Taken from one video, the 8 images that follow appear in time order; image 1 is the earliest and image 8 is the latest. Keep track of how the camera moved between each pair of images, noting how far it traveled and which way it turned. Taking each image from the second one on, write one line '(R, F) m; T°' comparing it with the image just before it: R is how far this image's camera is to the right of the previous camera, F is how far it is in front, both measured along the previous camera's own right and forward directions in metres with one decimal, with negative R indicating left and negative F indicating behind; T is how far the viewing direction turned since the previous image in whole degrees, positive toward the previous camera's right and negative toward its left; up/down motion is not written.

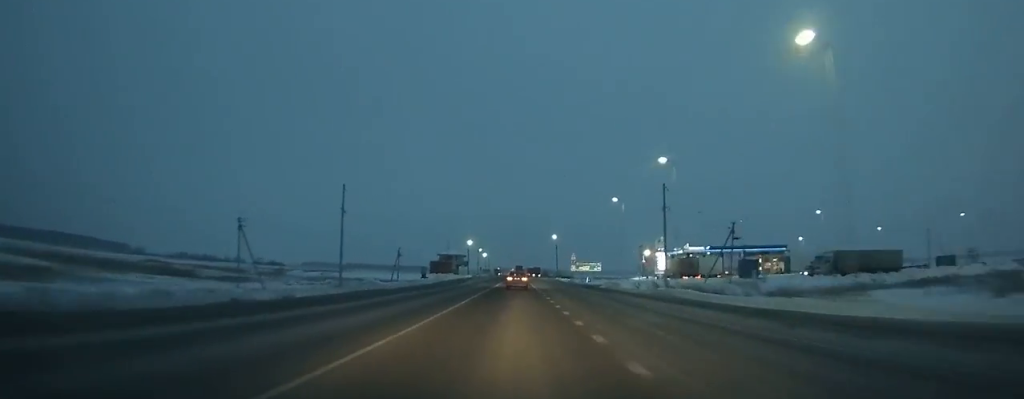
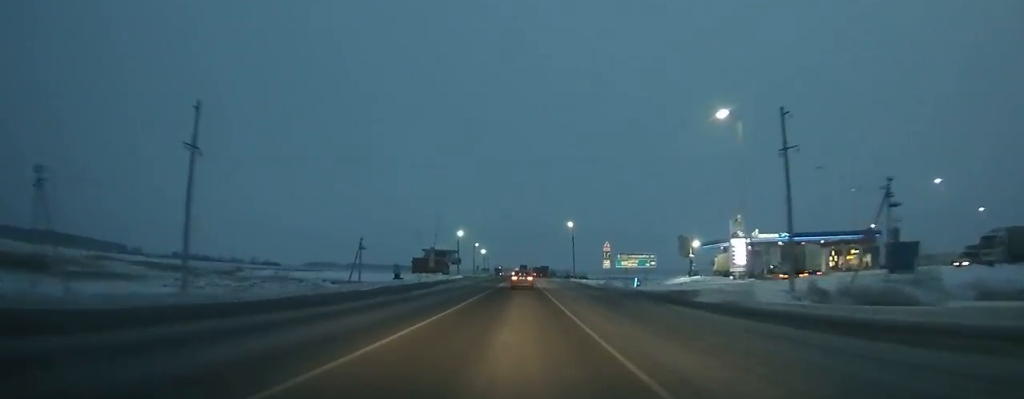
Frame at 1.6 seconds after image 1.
(0.0, +35.1) m; 0°
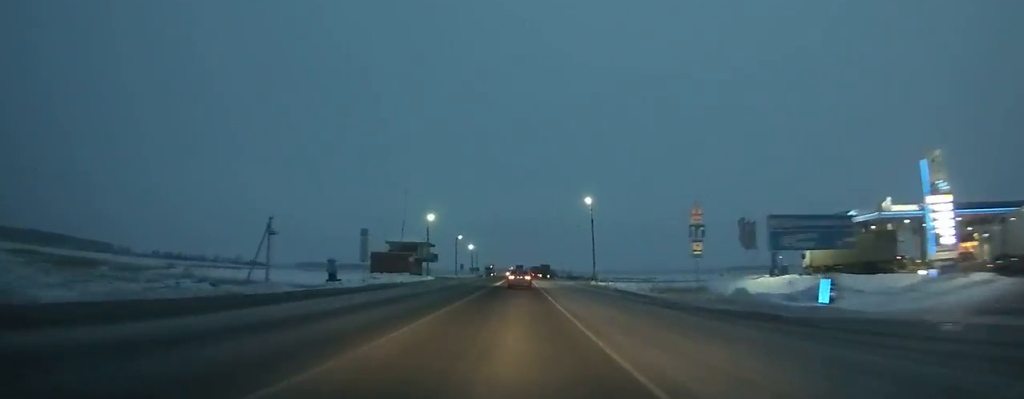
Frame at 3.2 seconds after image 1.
(+0.1, +34.8) m; 0°
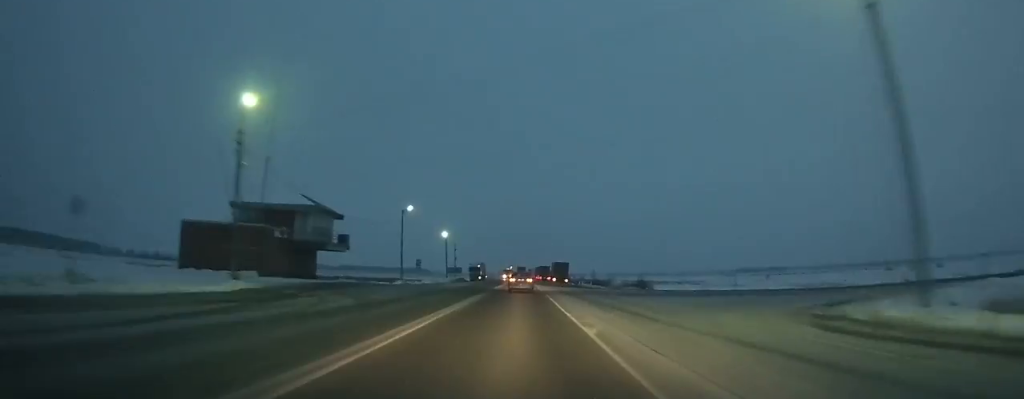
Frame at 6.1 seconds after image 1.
(-0.1, +60.8) m; 0°
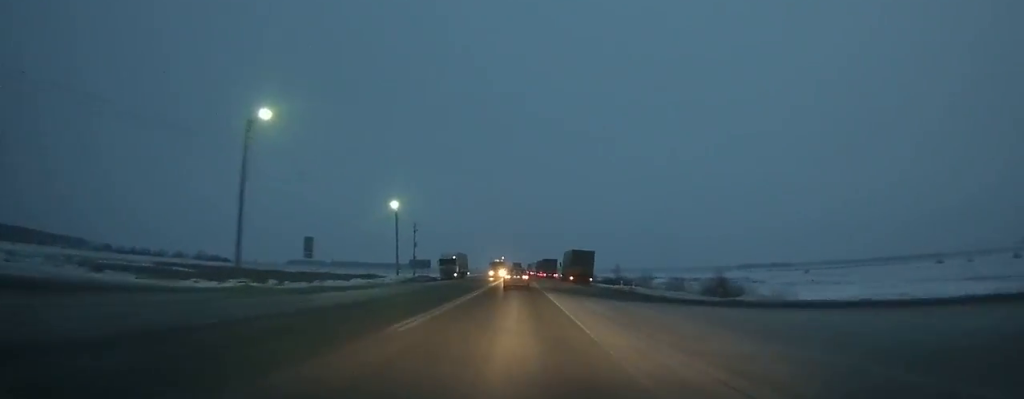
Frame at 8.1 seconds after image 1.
(+0.1, +40.2) m; 0°
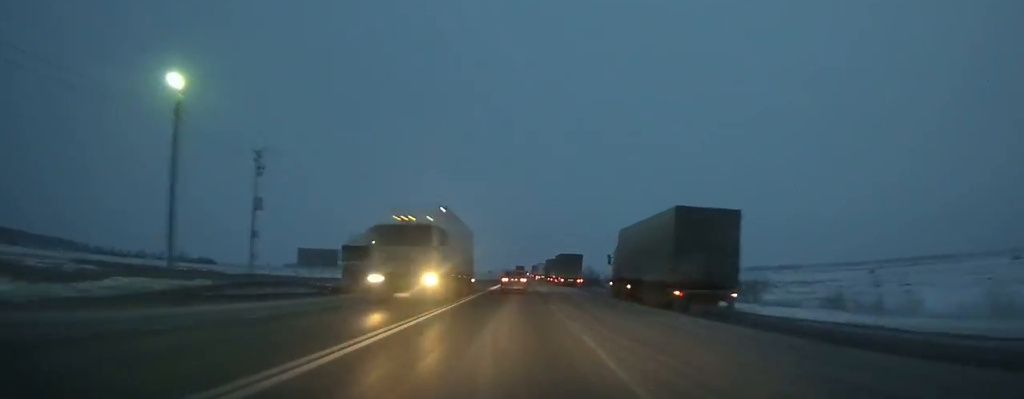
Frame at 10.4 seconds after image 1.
(0.0, +45.3) m; 0°
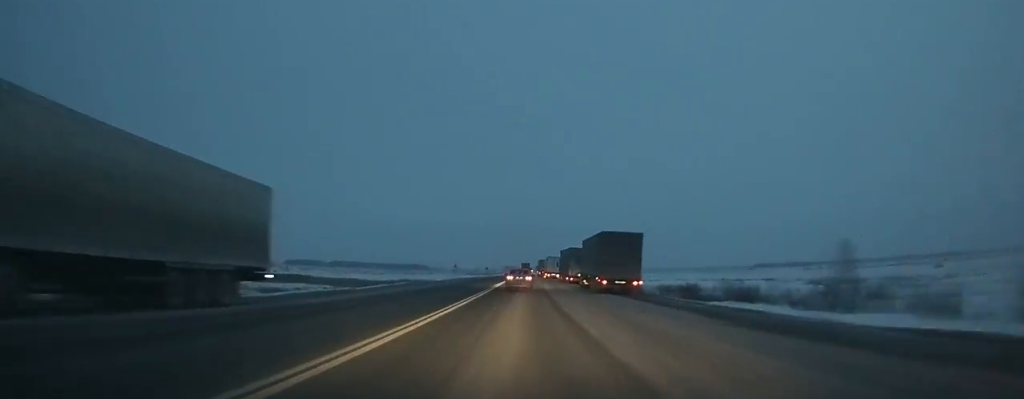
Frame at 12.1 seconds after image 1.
(-0.2, +32.8) m; 0°
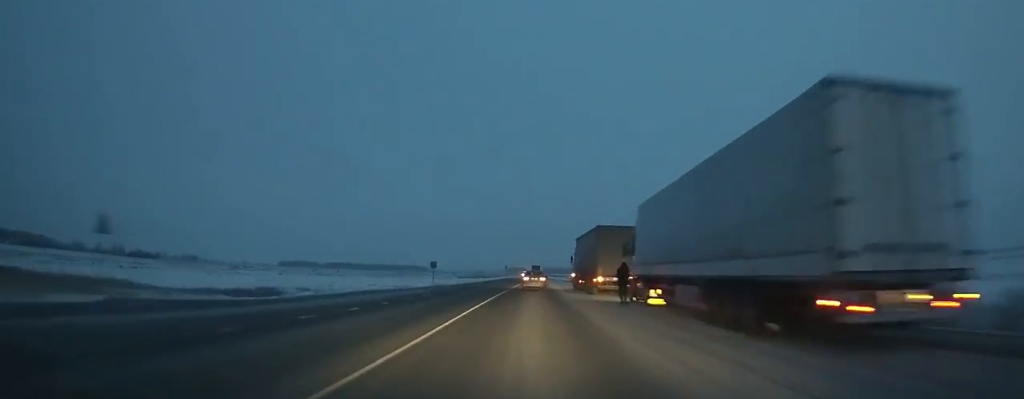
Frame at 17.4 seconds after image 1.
(0.0, +100.9) m; 0°
